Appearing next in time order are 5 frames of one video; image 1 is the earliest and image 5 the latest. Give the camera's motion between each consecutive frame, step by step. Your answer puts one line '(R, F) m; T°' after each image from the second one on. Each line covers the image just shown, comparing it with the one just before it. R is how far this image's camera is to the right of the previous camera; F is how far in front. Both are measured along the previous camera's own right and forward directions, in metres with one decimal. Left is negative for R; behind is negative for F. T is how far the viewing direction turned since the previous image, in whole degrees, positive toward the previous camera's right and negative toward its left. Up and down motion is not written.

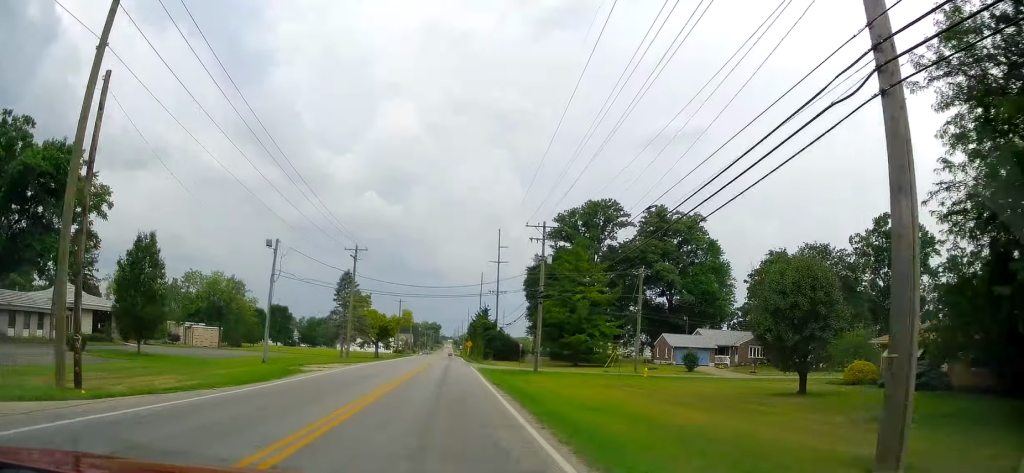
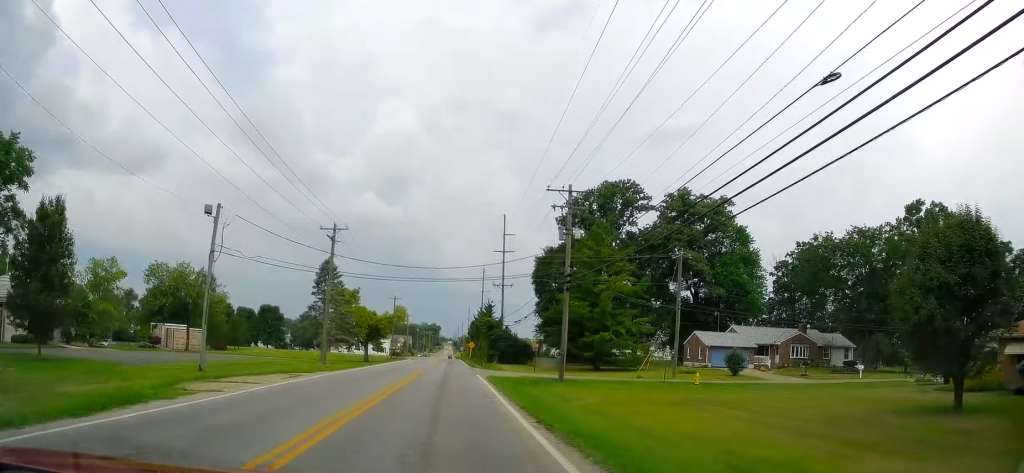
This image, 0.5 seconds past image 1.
(0.0, +11.4) m; +1°
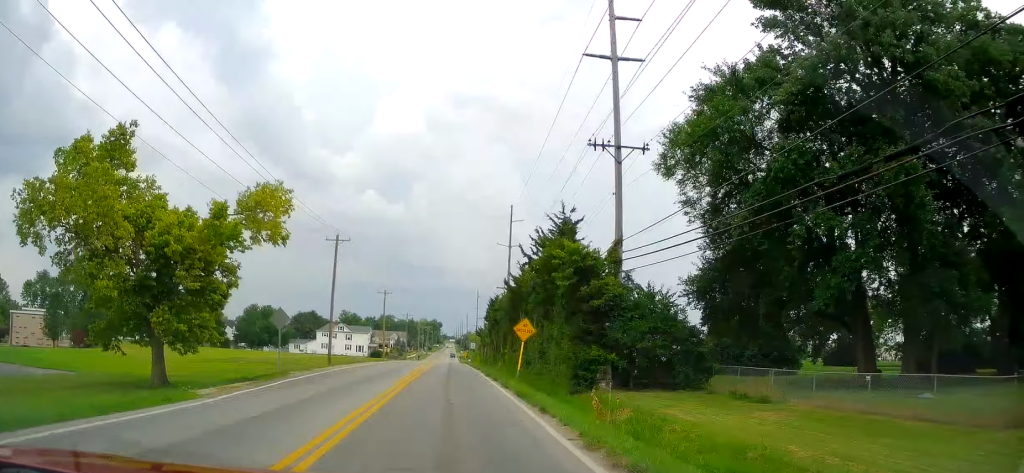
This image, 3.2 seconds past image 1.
(+0.7, +60.8) m; +1°
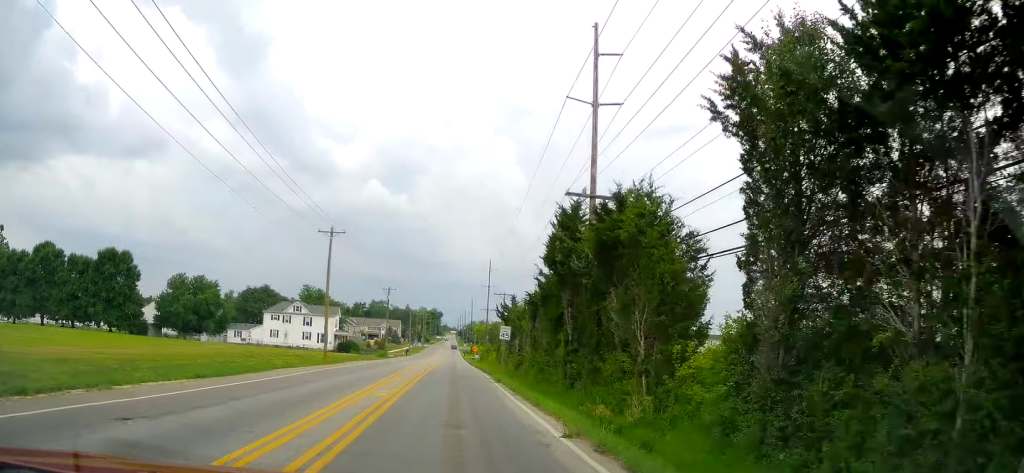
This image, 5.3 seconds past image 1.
(+0.6, +46.2) m; +1°
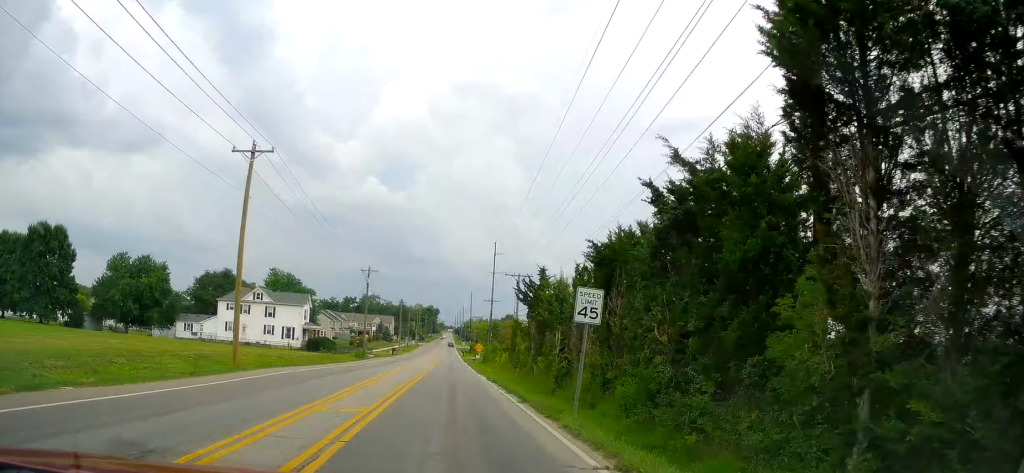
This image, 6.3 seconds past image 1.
(-0.1, +22.1) m; -1°
